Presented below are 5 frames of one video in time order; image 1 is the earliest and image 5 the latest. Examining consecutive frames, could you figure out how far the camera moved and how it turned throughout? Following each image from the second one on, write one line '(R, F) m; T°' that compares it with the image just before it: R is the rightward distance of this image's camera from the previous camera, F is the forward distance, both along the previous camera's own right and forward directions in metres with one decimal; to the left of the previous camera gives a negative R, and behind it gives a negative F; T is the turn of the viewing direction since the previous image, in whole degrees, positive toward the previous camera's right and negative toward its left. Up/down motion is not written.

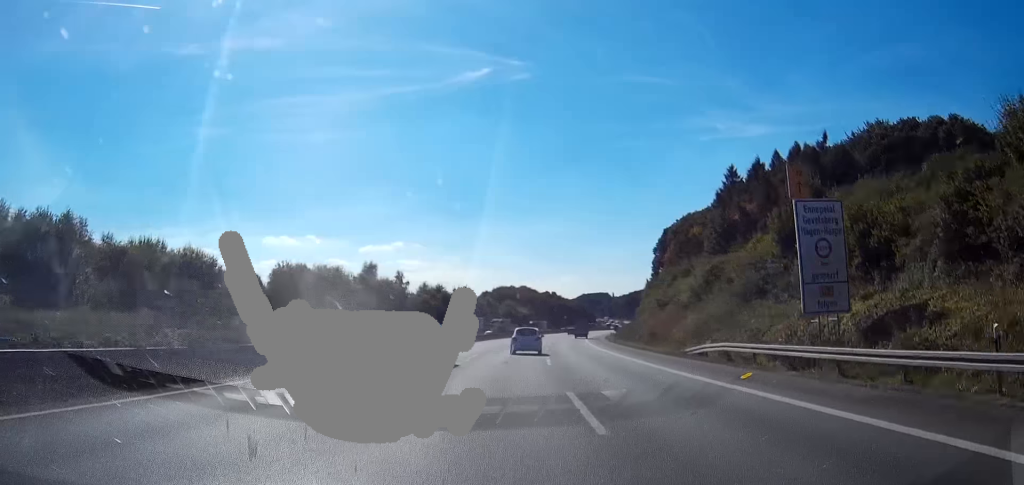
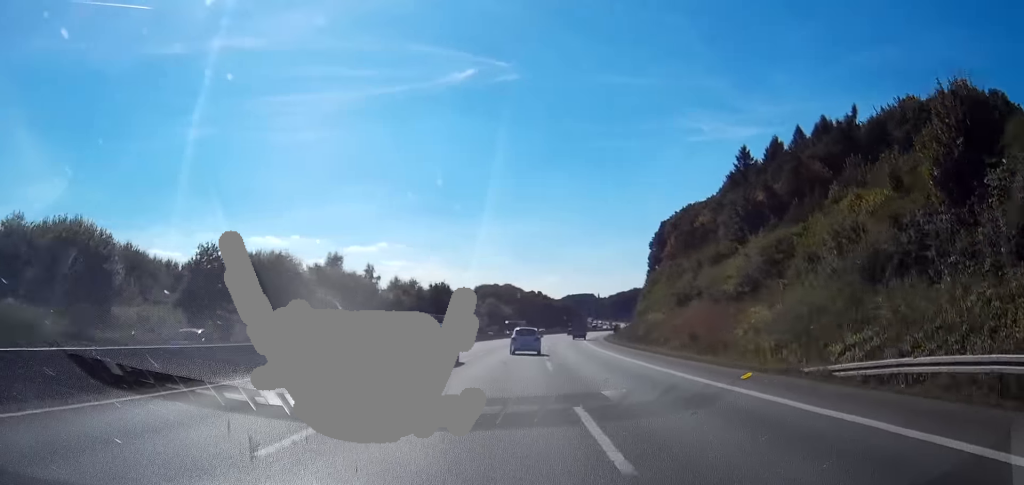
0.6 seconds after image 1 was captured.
(+0.2, +20.3) m; +1°
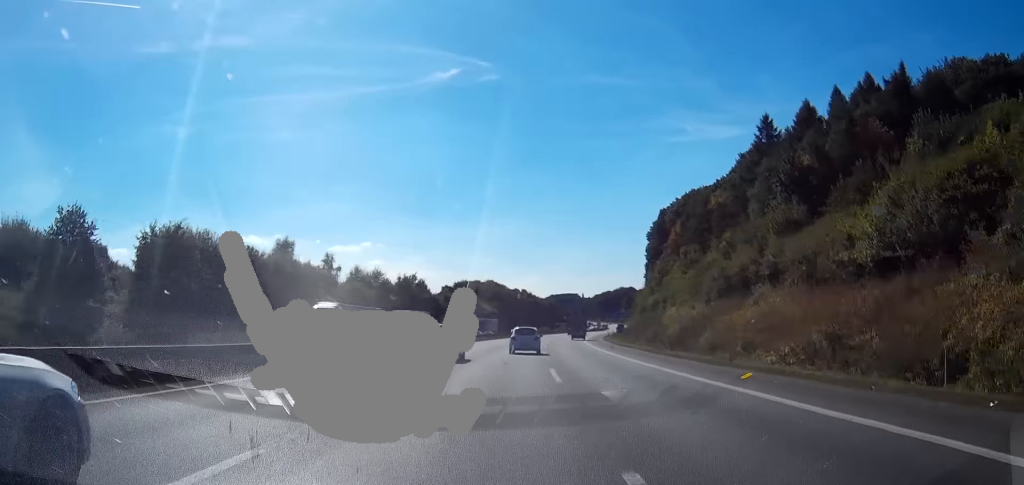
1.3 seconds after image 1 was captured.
(-0.1, +23.8) m; +1°
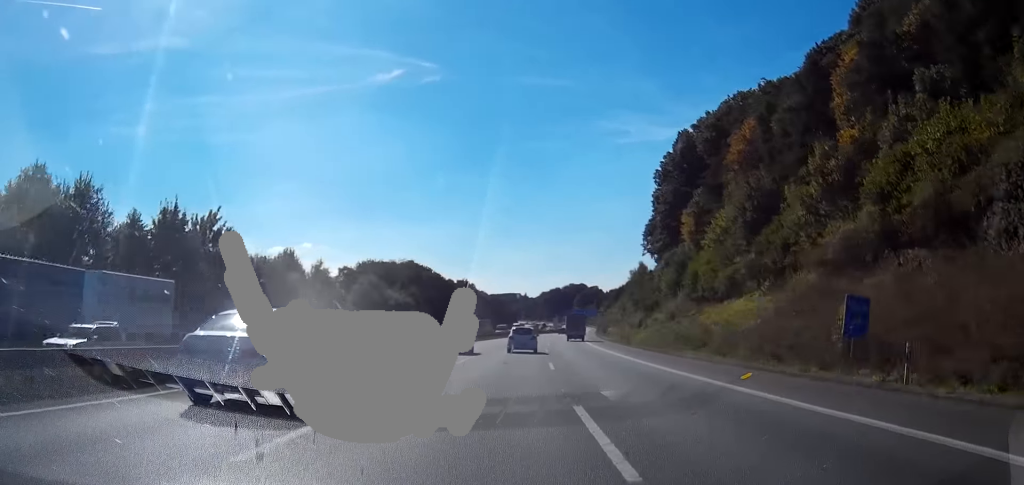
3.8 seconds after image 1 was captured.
(+3.7, +84.3) m; +5°
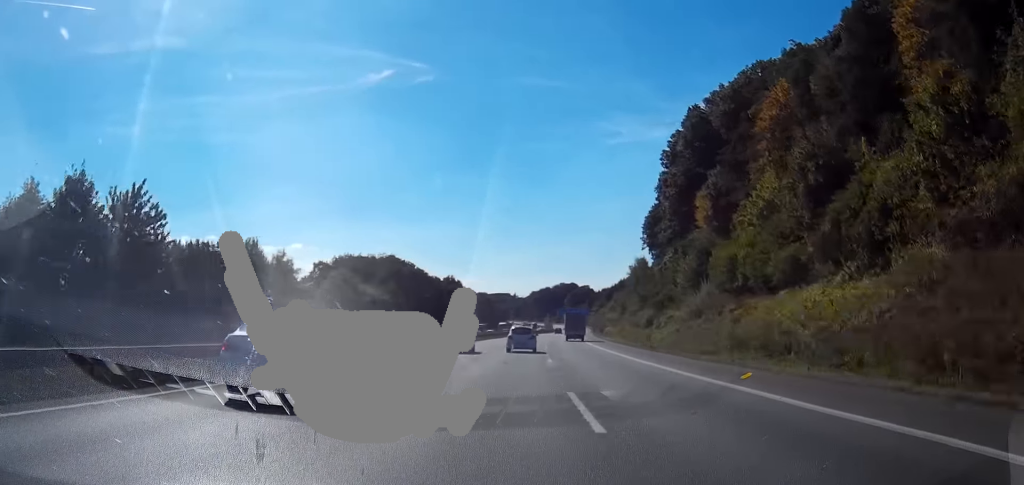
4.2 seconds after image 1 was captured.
(+0.3, +14.9) m; +1°
